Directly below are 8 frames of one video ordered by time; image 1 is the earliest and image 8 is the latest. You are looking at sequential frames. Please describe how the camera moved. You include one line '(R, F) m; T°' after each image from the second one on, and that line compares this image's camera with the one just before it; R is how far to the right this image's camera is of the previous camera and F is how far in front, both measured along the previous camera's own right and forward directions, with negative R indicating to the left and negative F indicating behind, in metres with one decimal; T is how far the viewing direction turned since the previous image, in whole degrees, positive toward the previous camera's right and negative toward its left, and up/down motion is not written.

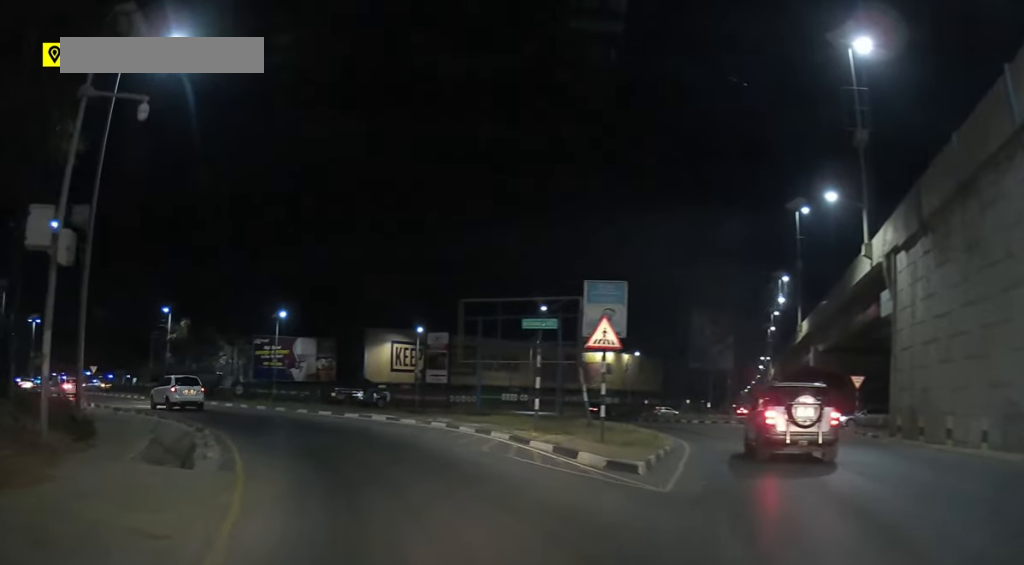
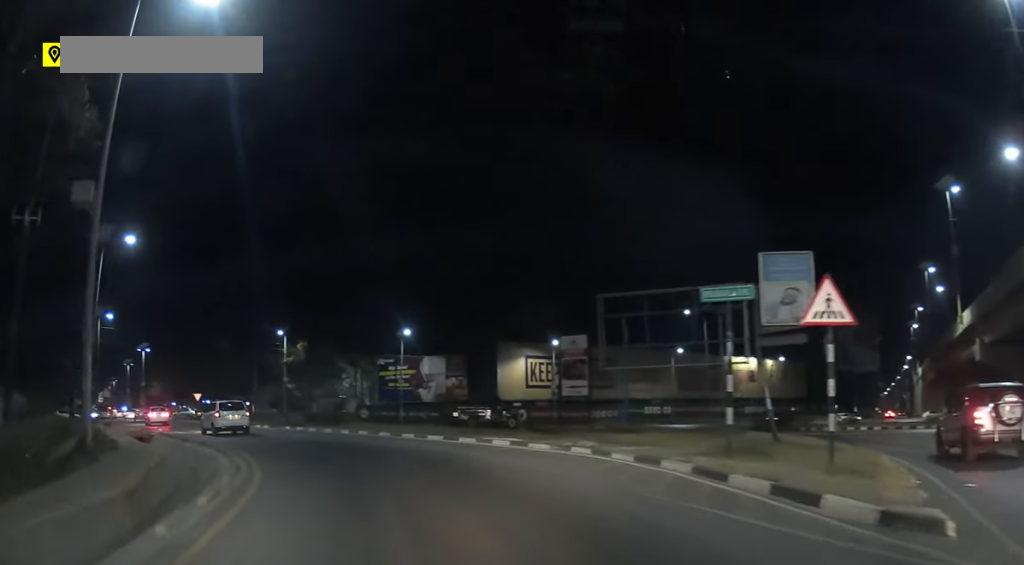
(-0.4, +5.7) m; -11°
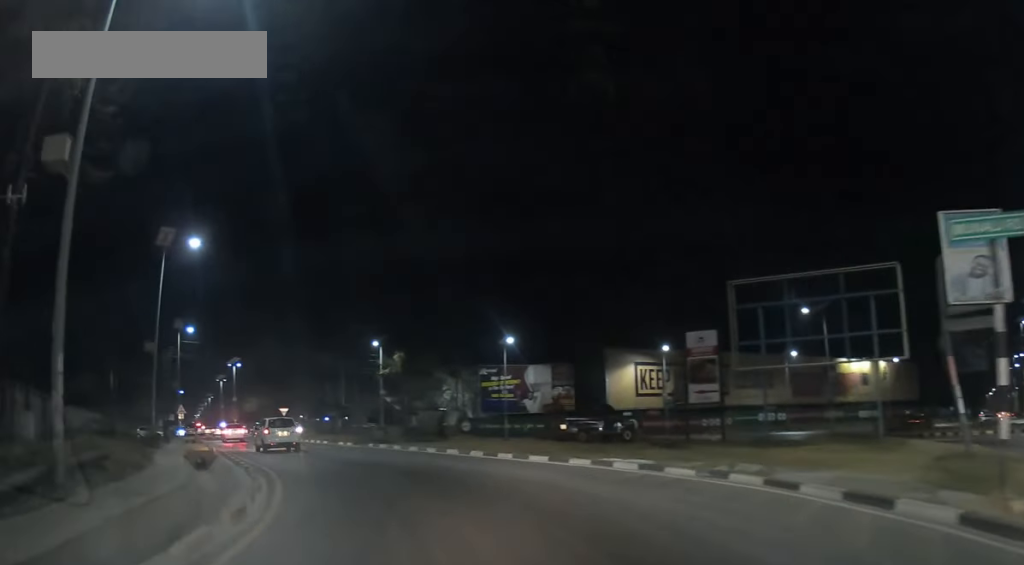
(-0.2, +4.6) m; -10°
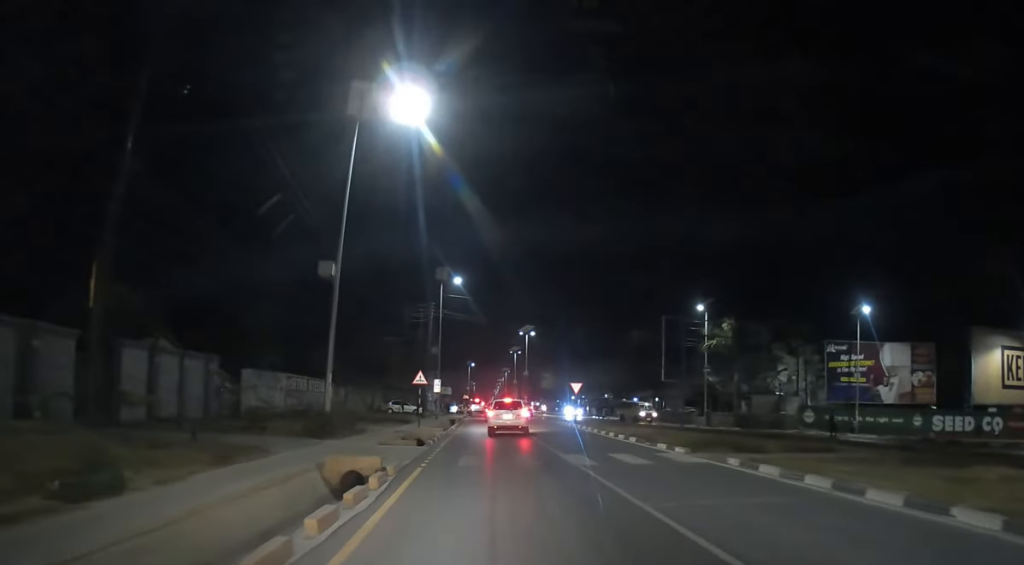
(-4.8, +17.5) m; -22°
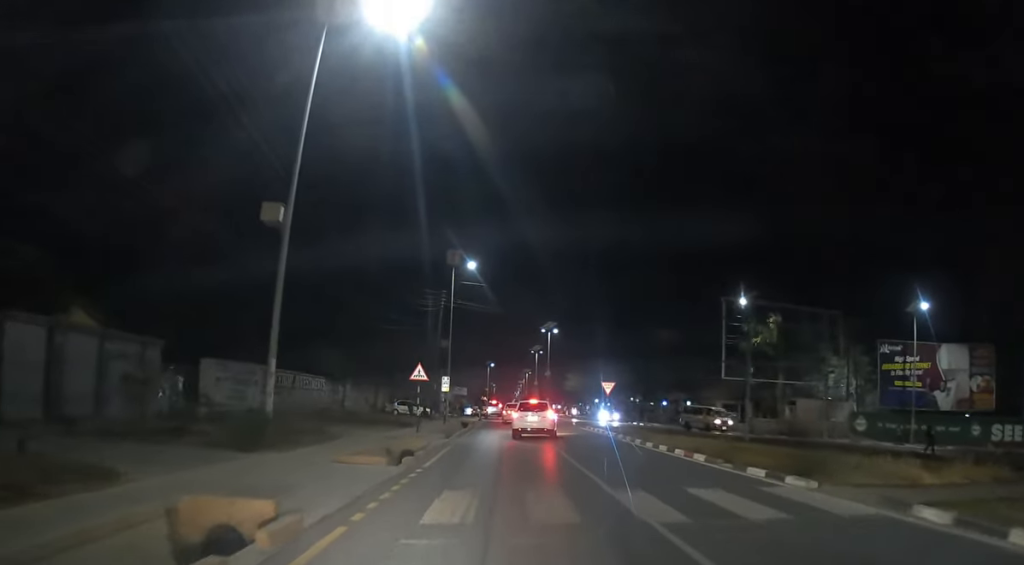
(-0.2, +7.5) m; -2°
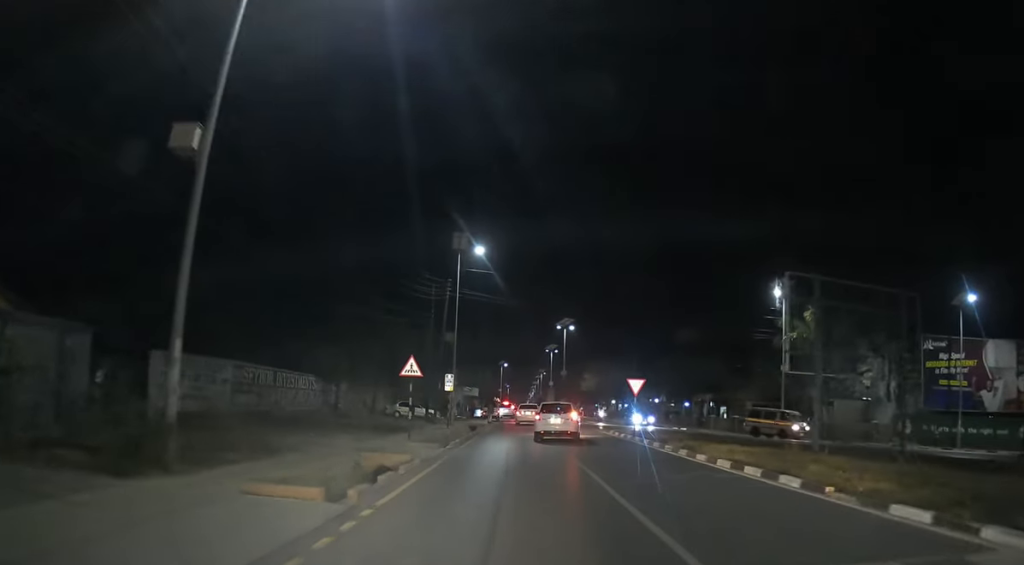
(0.0, +5.6) m; -1°
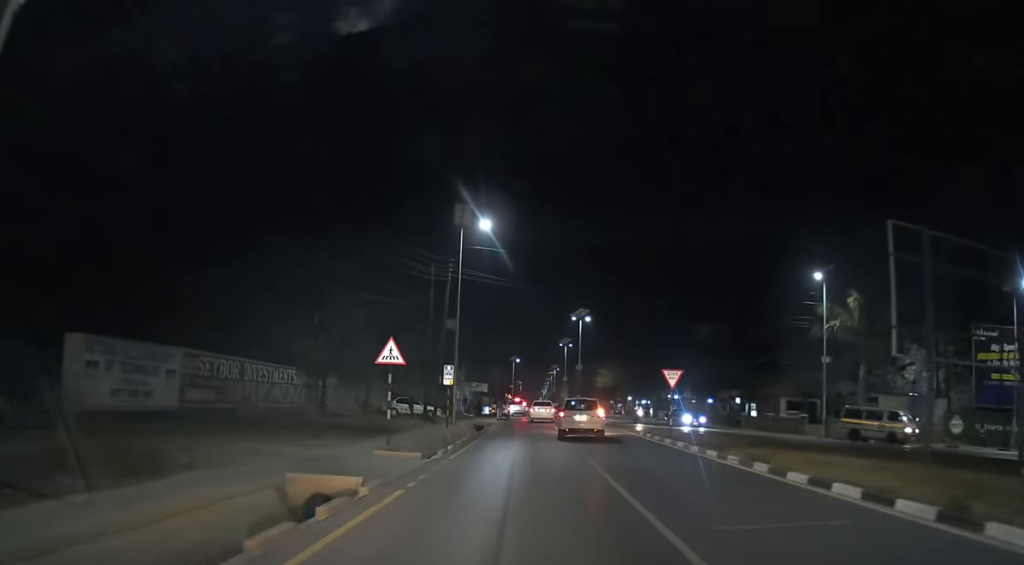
(0.0, +6.2) m; -1°
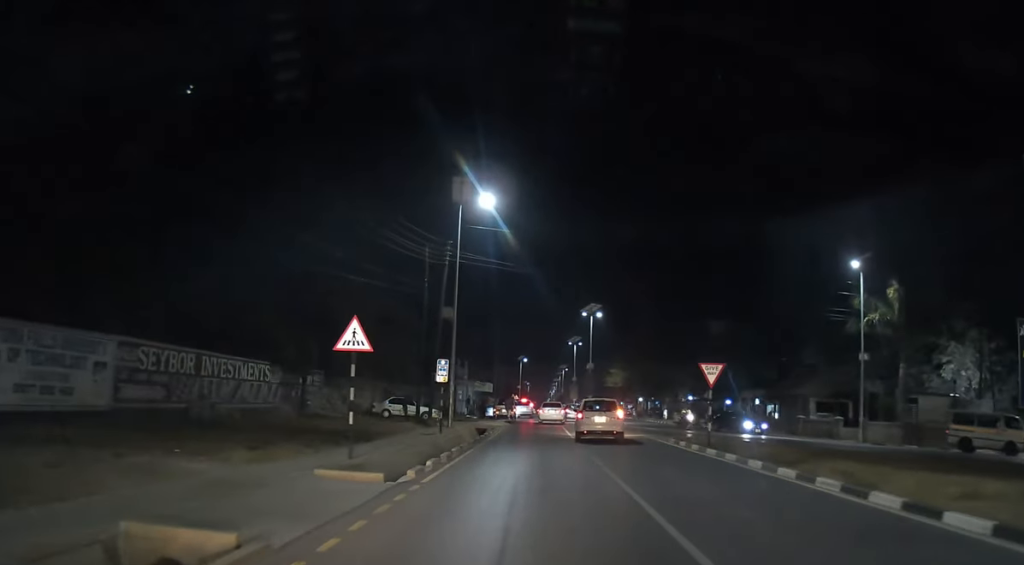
(-0.1, +5.2) m; 0°
